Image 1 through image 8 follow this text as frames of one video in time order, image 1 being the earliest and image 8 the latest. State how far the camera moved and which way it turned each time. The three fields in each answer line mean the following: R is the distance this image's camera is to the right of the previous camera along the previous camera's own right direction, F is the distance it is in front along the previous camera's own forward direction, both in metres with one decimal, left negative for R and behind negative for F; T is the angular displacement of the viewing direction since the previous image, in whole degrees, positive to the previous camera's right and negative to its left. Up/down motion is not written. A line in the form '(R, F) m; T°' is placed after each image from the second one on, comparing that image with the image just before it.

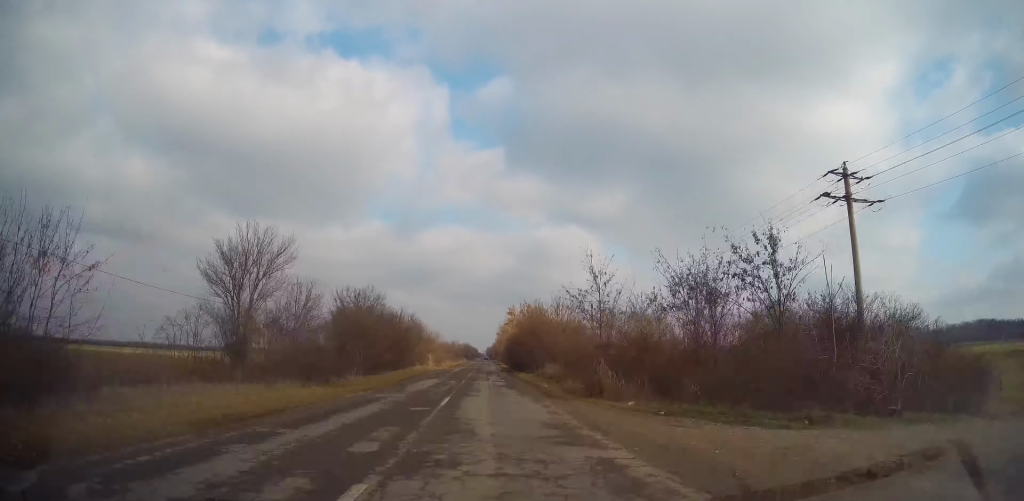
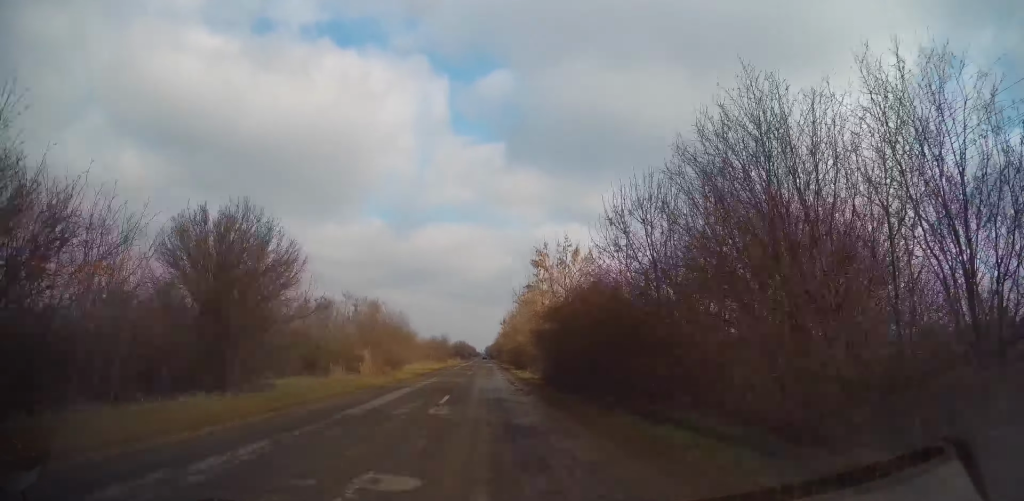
(+0.6, +34.7) m; +1°
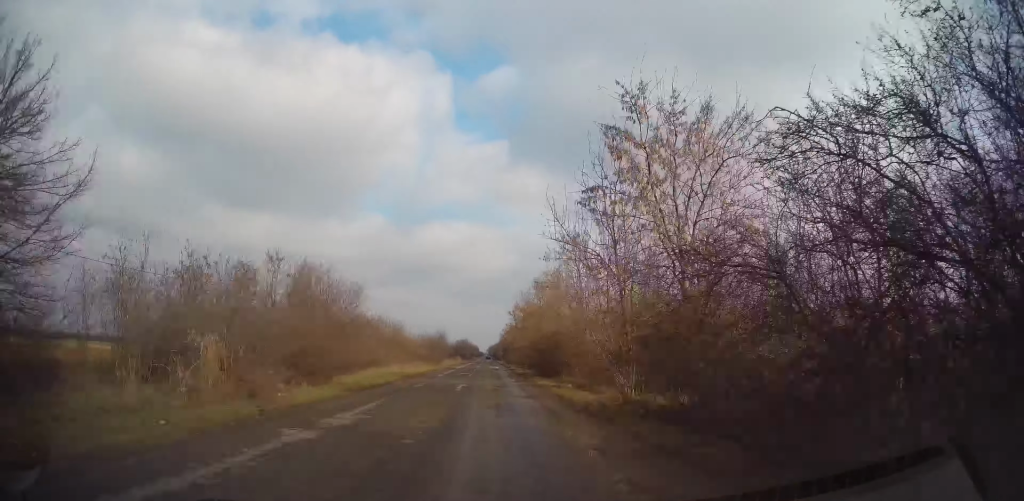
(0.0, +18.7) m; 0°
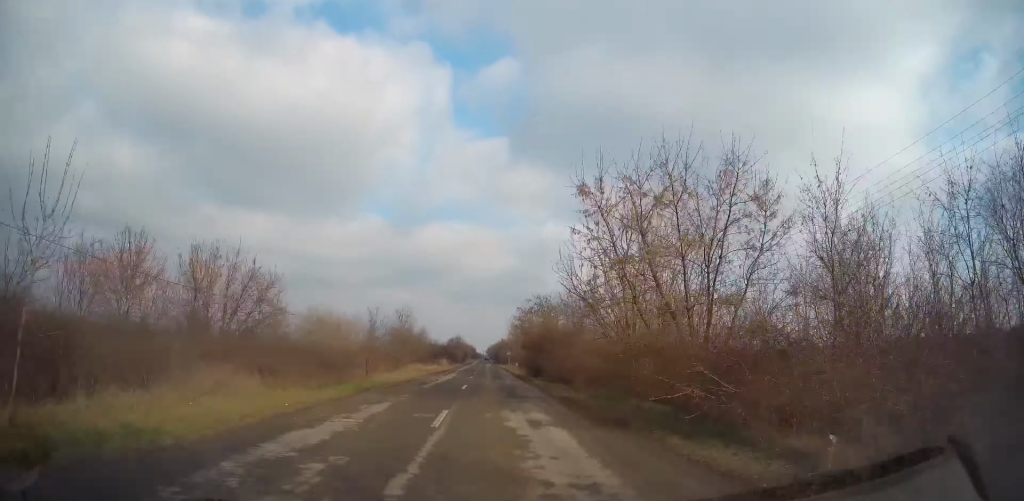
(-0.8, +45.2) m; -1°
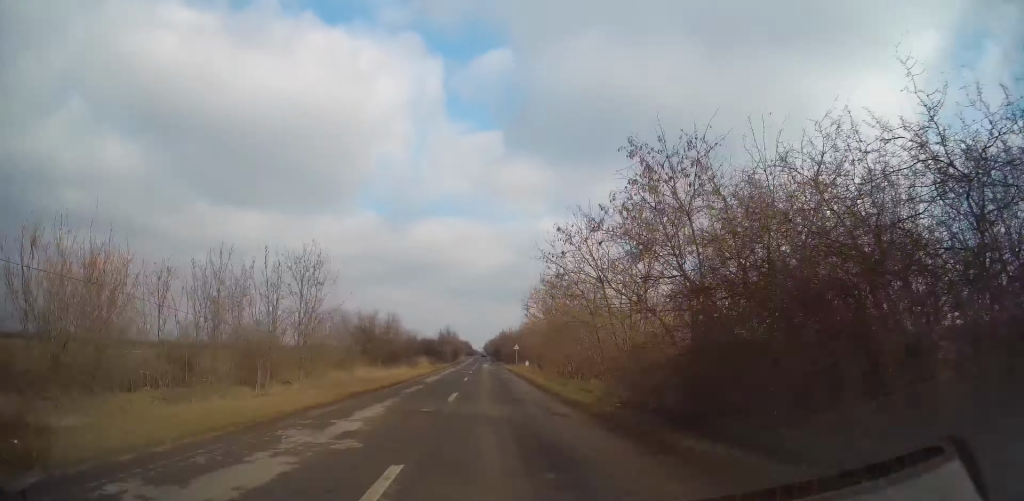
(+0.5, +29.2) m; +1°
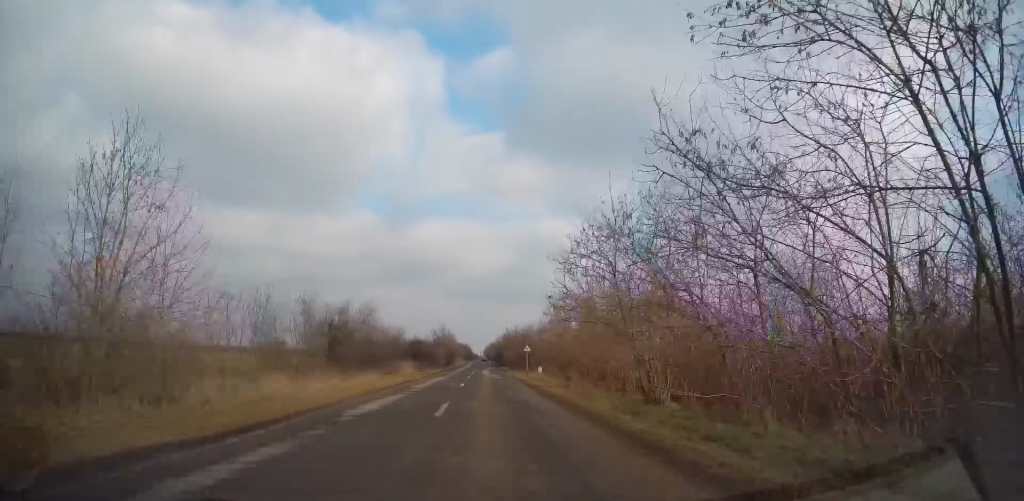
(0.0, +15.0) m; 0°
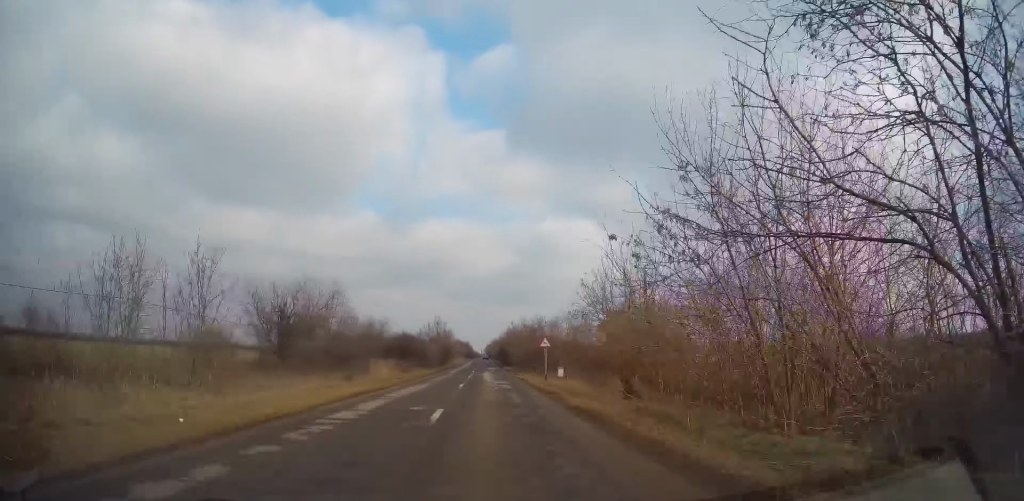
(0.0, +13.2) m; 0°
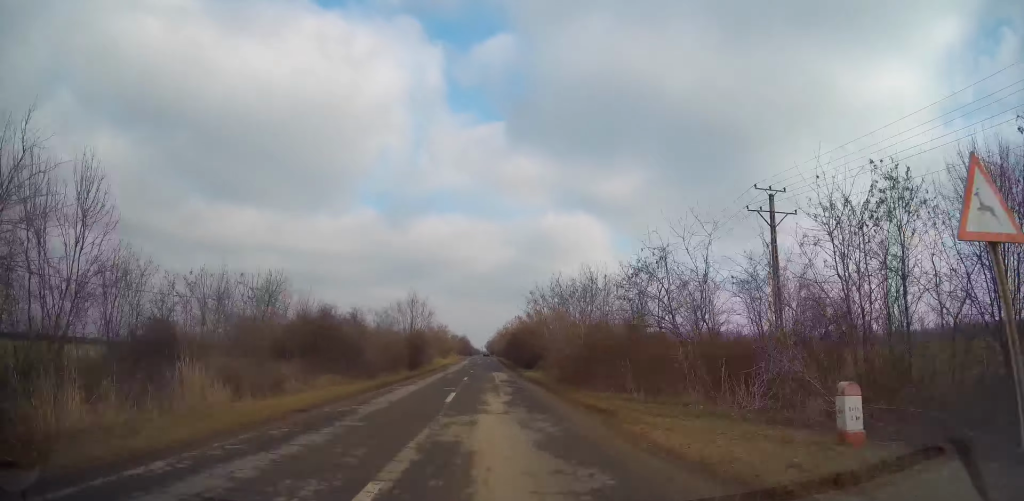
(-0.1, +30.8) m; 0°
